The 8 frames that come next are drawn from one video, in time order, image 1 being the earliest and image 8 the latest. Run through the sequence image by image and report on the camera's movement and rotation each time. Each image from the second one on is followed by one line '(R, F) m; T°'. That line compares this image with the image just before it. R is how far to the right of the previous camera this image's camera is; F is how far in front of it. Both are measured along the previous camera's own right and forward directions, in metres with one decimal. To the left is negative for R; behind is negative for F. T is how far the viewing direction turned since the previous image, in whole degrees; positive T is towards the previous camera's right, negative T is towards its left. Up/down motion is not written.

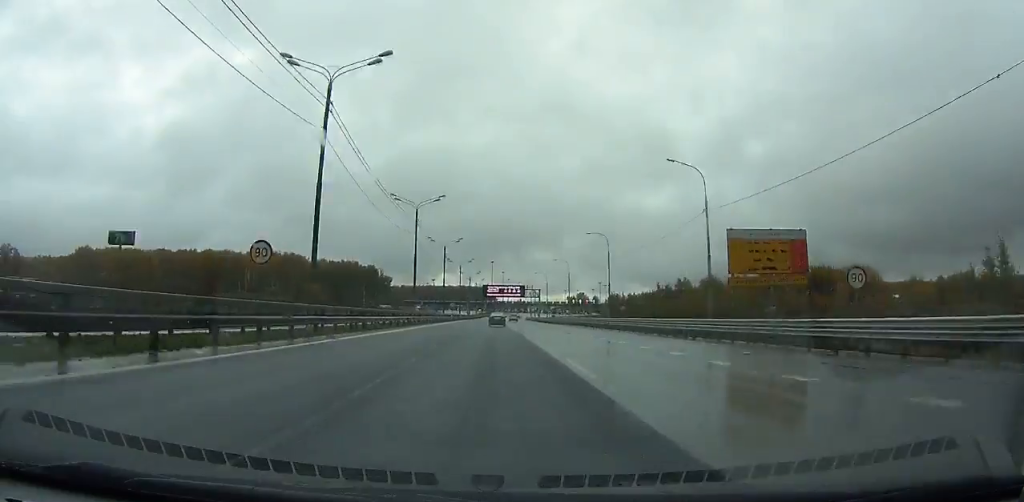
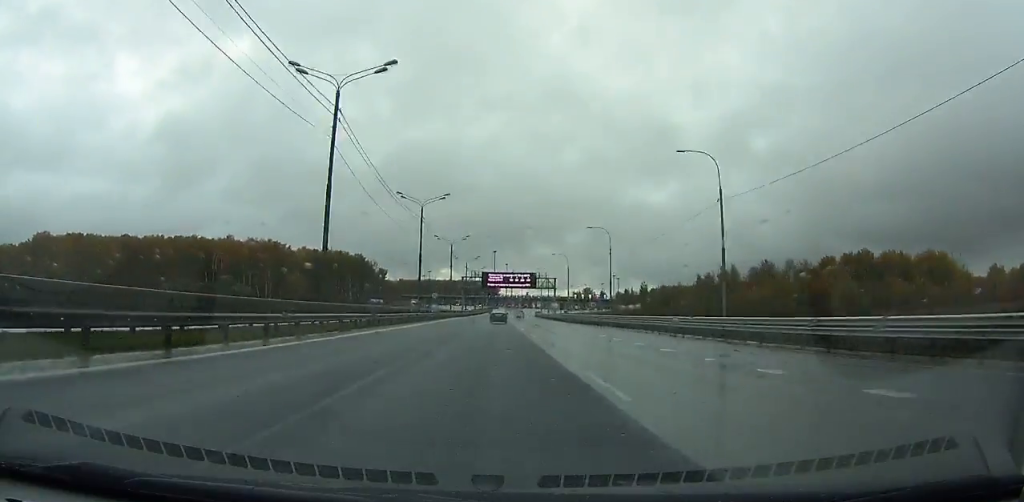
(0.0, +35.3) m; 0°
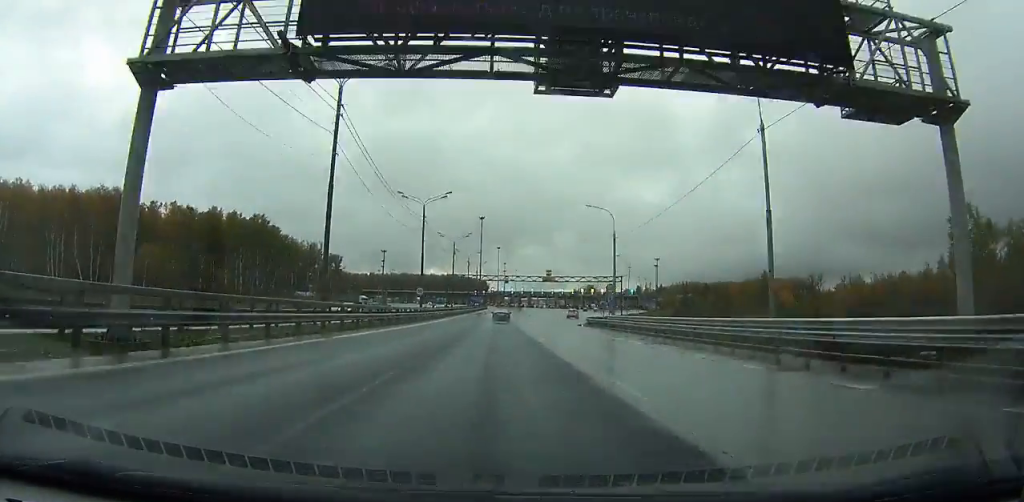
(-0.2, +109.1) m; 0°
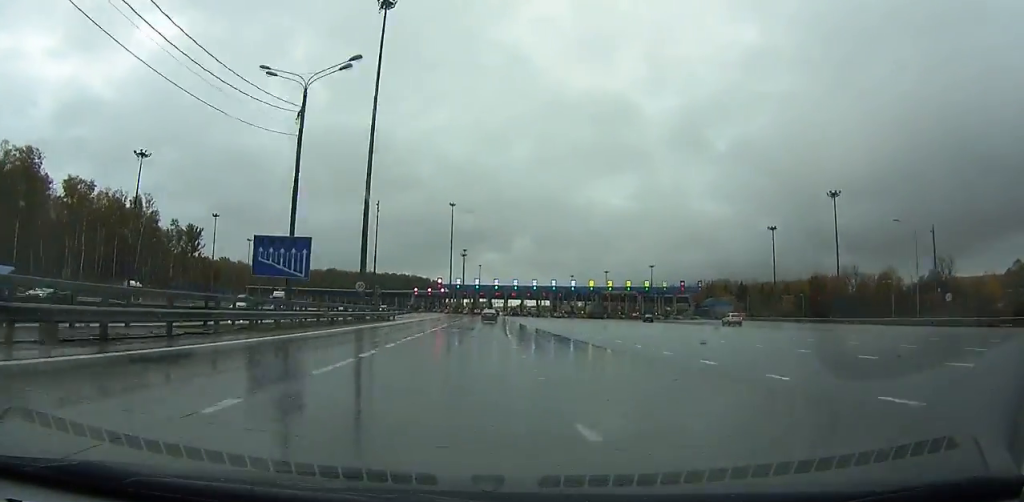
(+3.9, +143.8) m; +4°
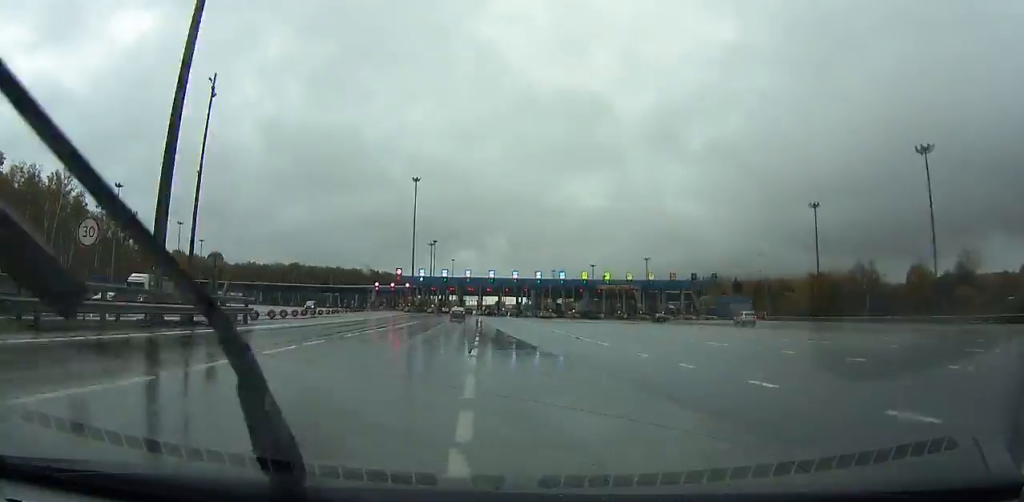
(+0.5, +30.4) m; +1°
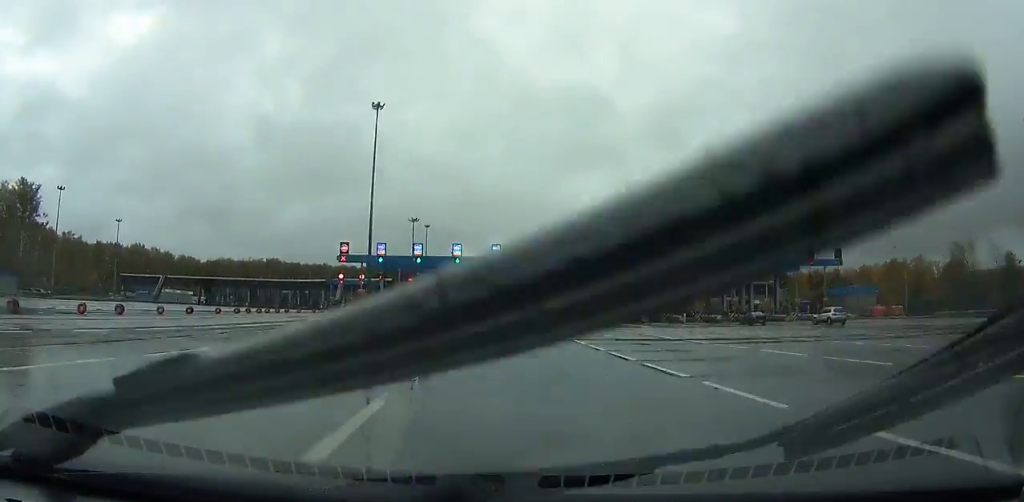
(+0.6, +48.8) m; +1°
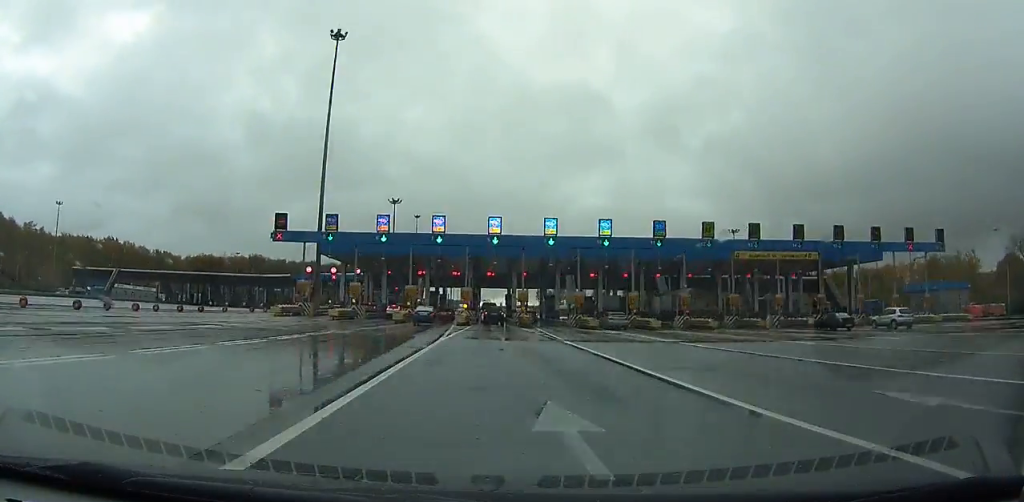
(0.0, +21.6) m; 0°
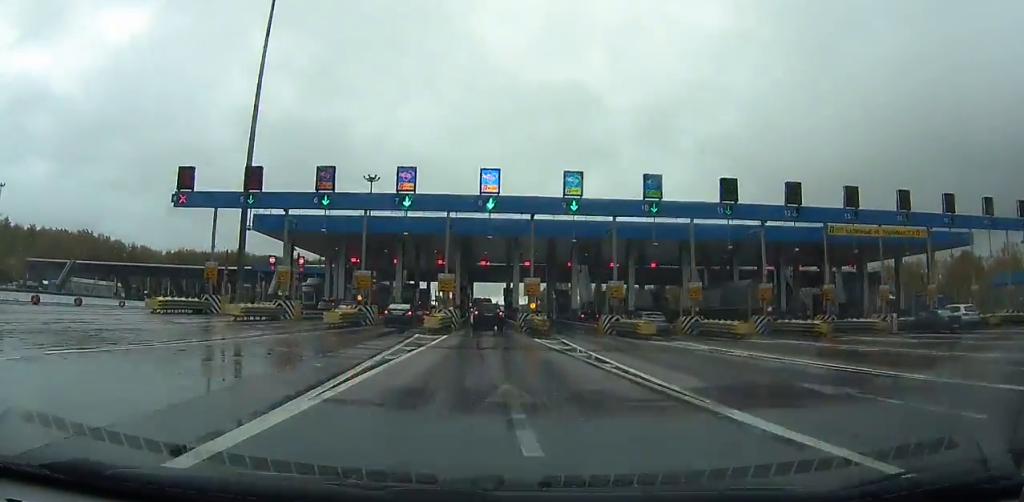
(0.0, +16.0) m; 0°
